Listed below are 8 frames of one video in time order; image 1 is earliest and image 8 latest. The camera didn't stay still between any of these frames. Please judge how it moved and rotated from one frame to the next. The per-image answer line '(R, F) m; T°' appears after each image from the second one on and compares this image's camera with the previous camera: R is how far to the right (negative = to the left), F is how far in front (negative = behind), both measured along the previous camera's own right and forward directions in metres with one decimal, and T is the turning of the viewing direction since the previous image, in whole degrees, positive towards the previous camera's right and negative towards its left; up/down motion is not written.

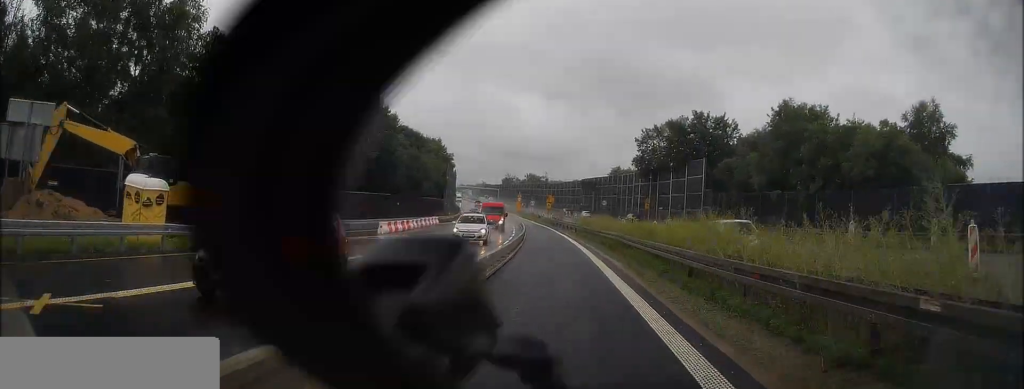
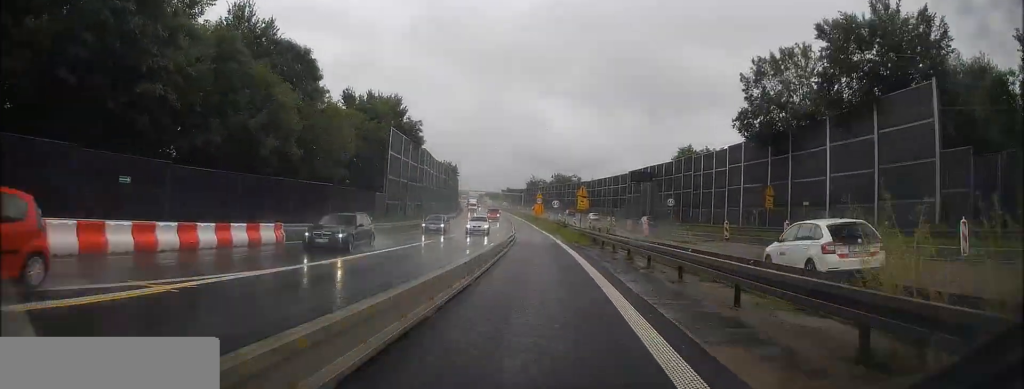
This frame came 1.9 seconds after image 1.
(-1.1, +44.0) m; -3°
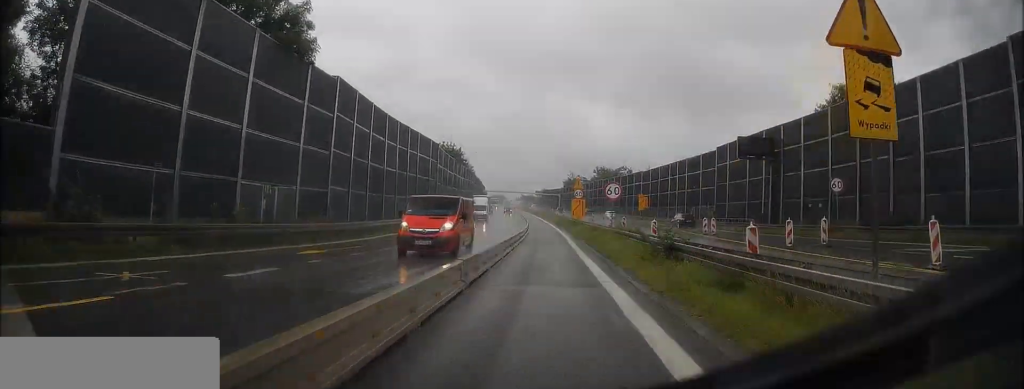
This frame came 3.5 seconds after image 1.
(-1.0, +37.6) m; -3°
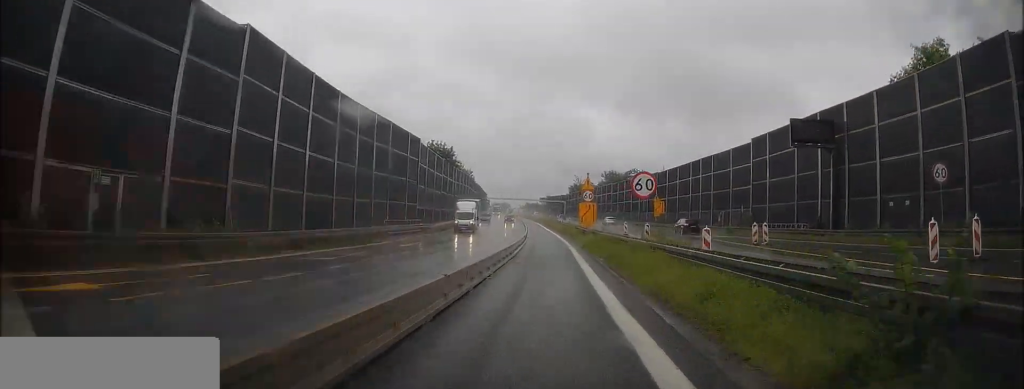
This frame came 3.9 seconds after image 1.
(-0.1, +11.0) m; -1°
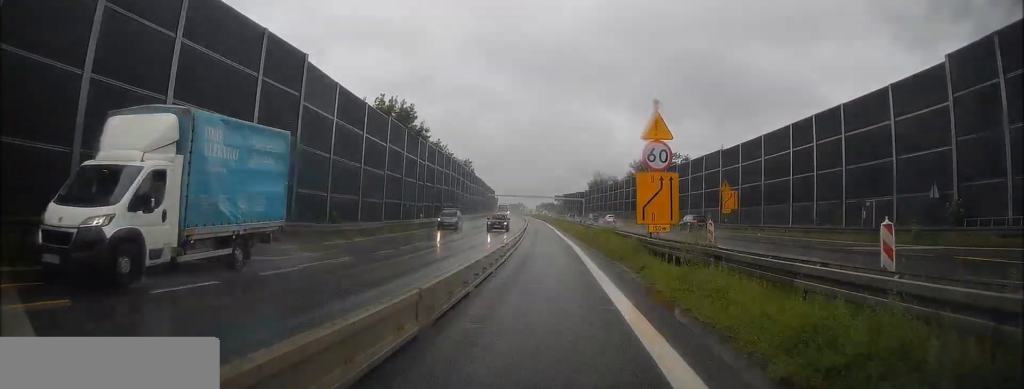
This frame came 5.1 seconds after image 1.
(-0.5, +28.2) m; -2°
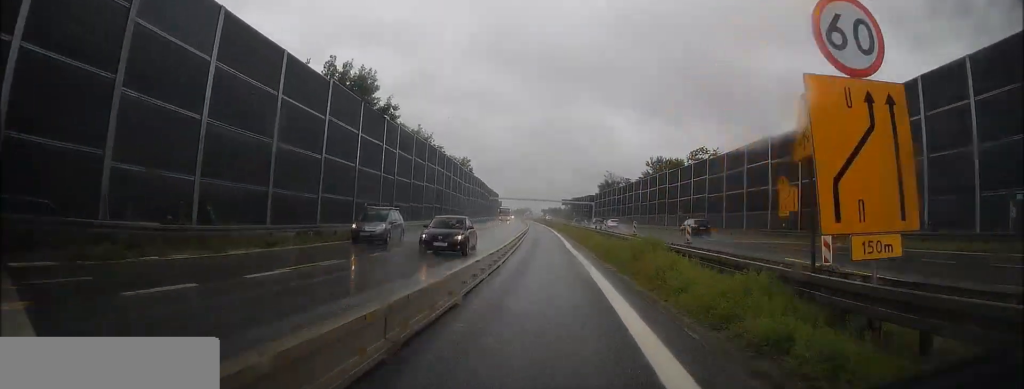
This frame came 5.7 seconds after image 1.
(-0.1, +13.3) m; -1°
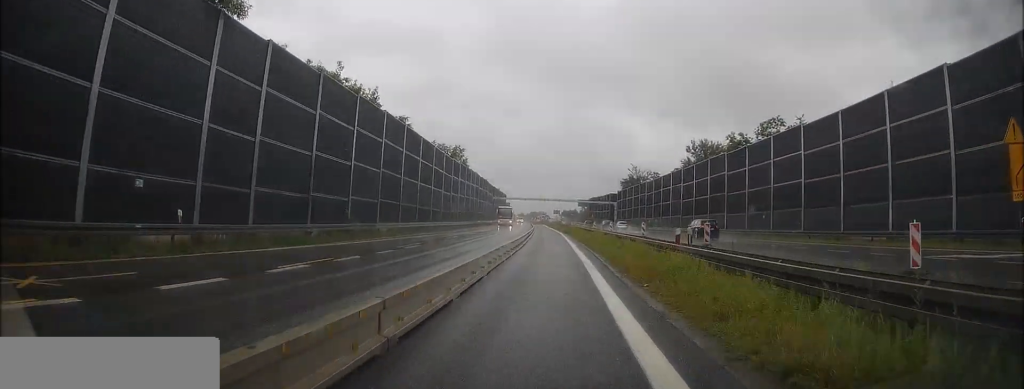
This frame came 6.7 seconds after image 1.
(-0.2, +23.9) m; -1°
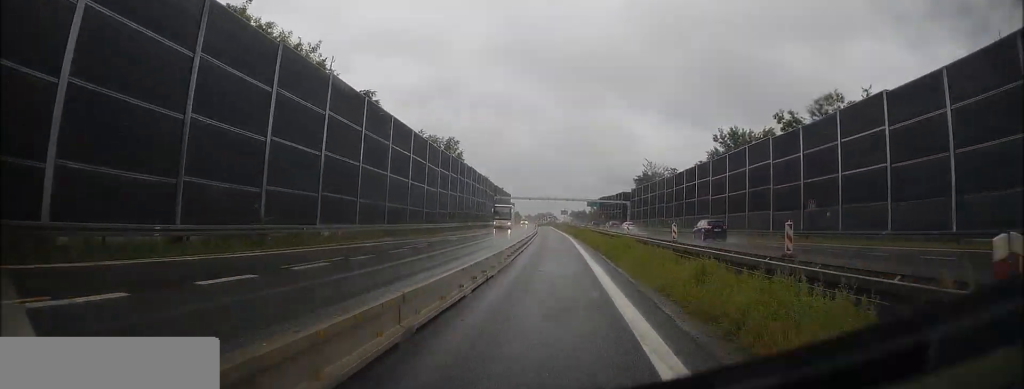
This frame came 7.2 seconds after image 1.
(0.0, +11.4) m; -1°
